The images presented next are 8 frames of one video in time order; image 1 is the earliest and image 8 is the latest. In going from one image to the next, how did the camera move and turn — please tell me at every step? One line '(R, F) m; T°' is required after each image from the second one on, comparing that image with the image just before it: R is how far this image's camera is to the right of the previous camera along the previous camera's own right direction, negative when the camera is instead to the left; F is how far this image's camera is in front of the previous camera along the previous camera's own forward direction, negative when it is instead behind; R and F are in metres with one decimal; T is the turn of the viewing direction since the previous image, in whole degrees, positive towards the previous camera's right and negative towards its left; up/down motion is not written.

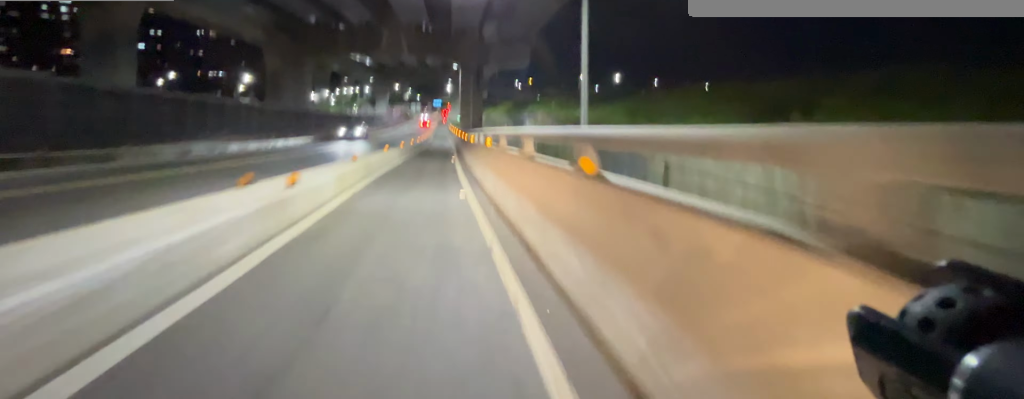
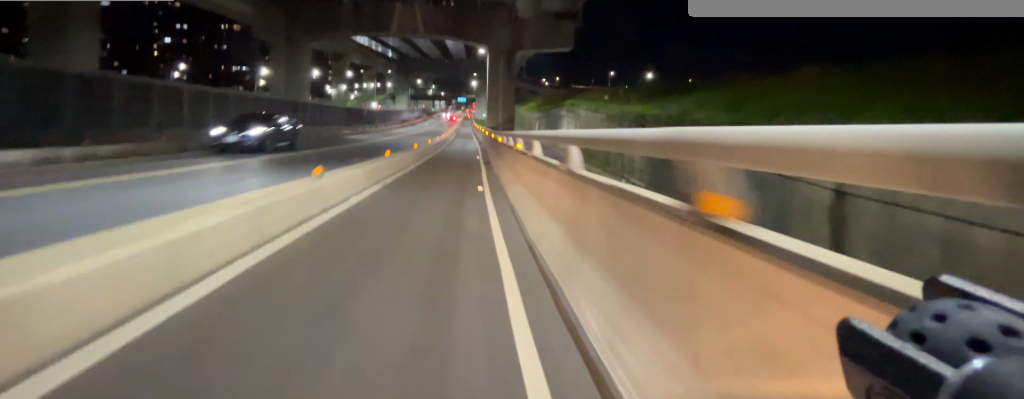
(+0.1, +8.3) m; 0°
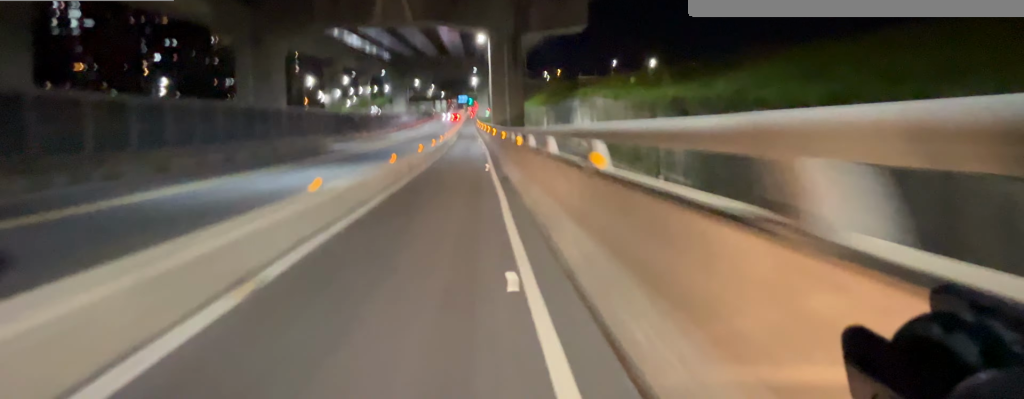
(0.0, +4.8) m; 0°
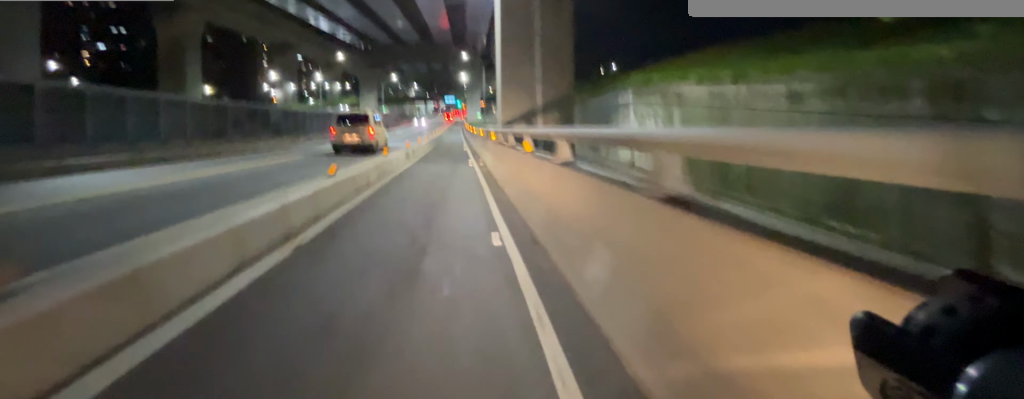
(-0.2, +15.5) m; -1°
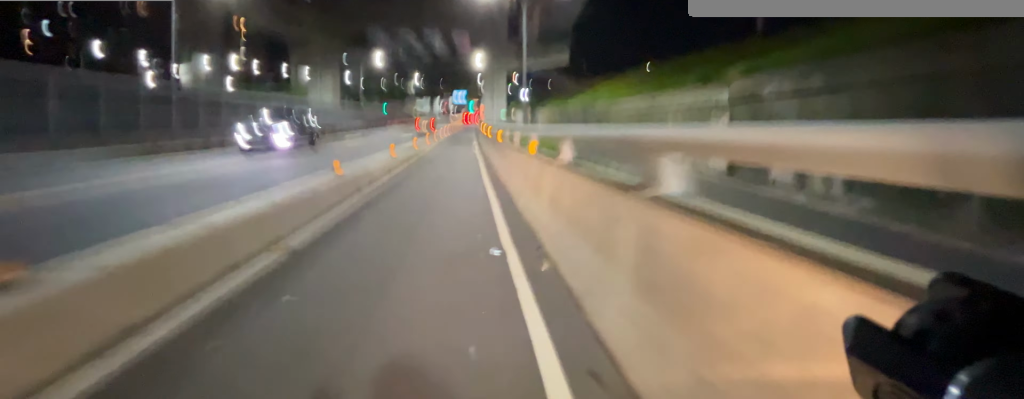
(0.0, +31.6) m; -1°
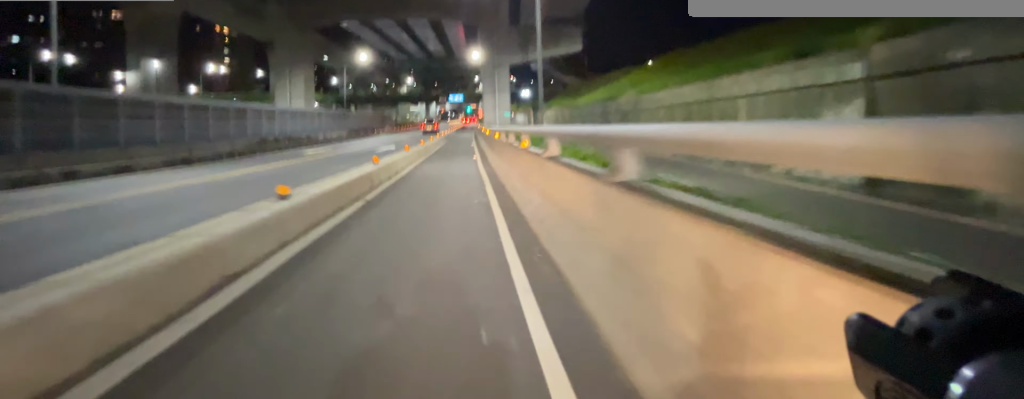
(-0.1, +9.1) m; 0°
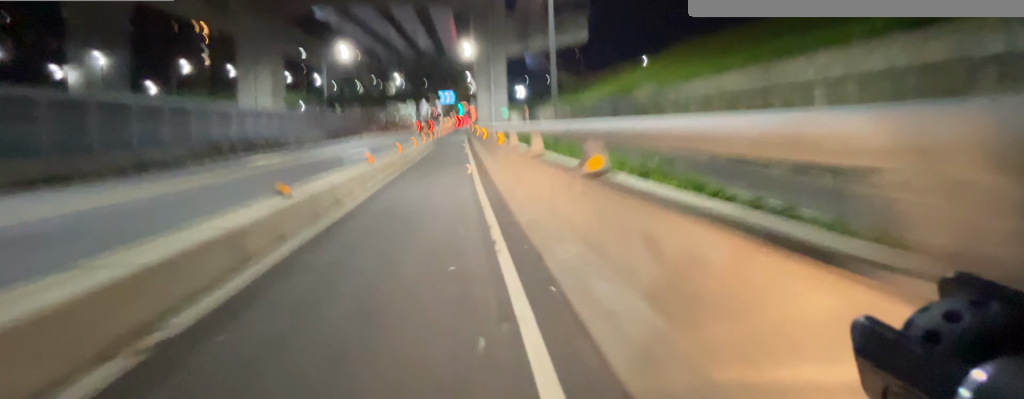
(0.0, +5.8) m; 0°
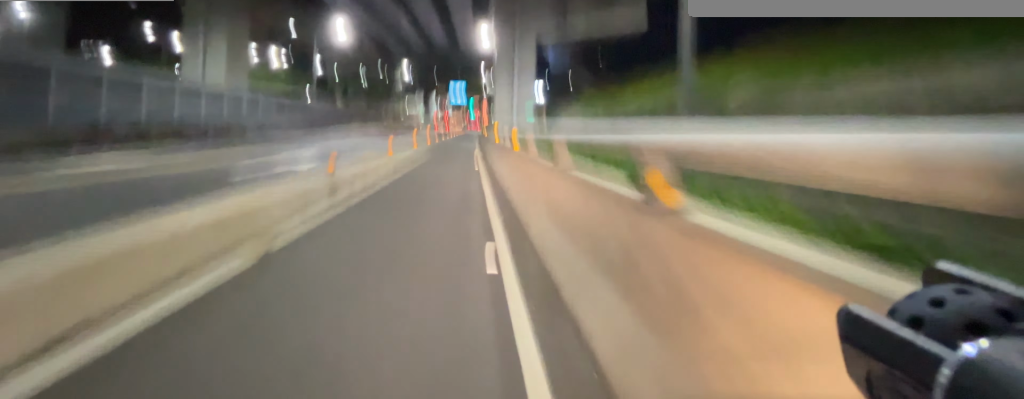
(0.0, +10.5) m; 0°
